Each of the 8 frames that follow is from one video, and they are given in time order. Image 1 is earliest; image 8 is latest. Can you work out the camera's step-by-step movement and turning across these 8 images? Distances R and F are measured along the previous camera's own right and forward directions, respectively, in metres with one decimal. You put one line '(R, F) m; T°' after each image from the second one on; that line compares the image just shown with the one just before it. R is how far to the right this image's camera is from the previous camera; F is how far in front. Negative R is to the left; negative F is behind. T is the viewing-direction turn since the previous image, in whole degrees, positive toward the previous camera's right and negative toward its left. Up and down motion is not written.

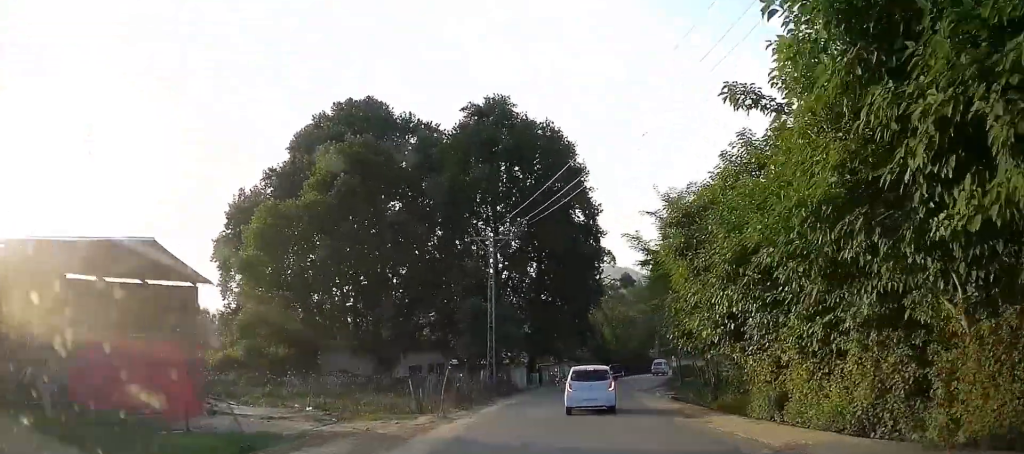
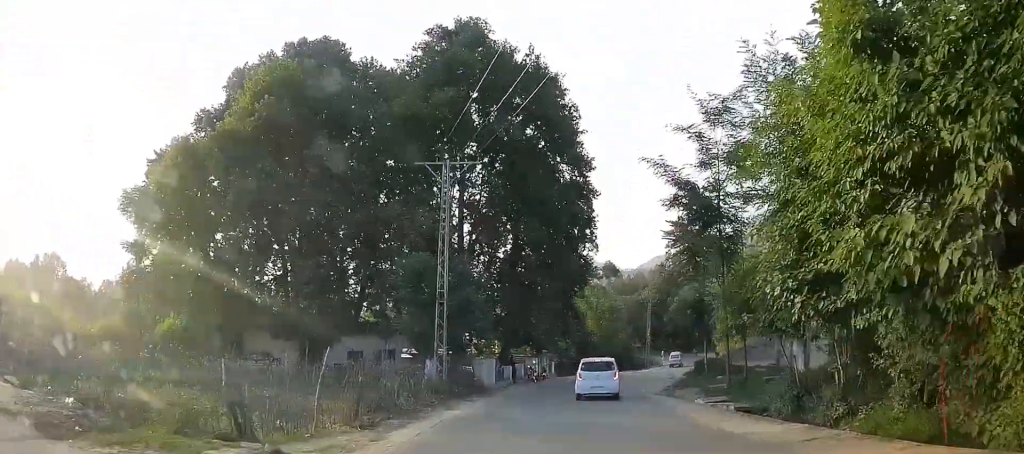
(+0.2, +10.1) m; +2°
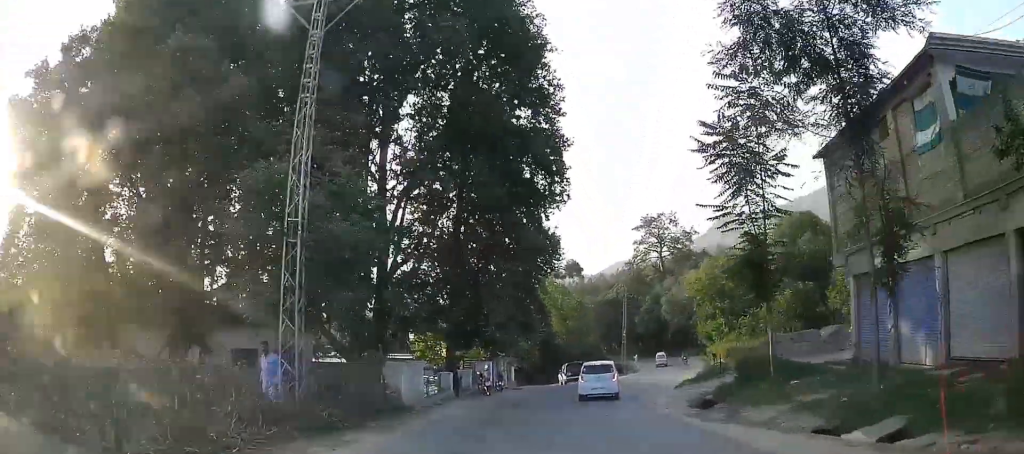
(-0.2, +10.0) m; +3°
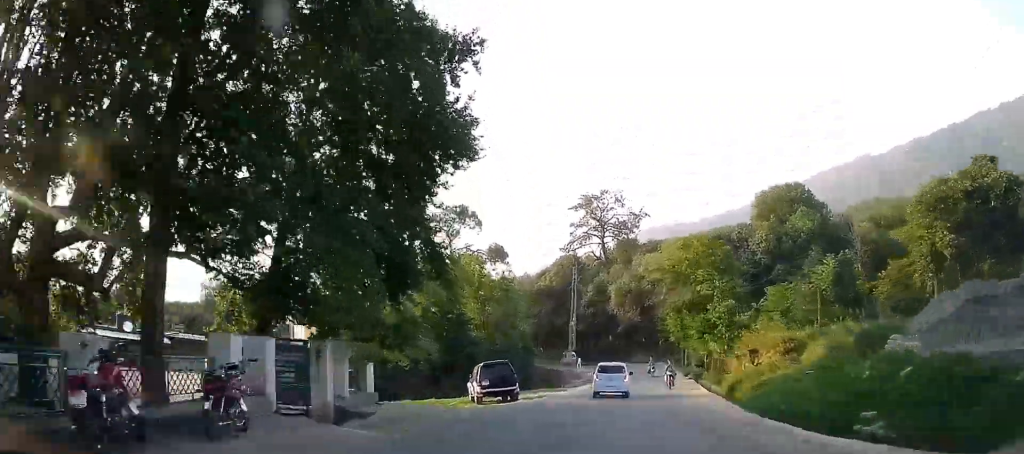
(+1.5, +20.6) m; +8°
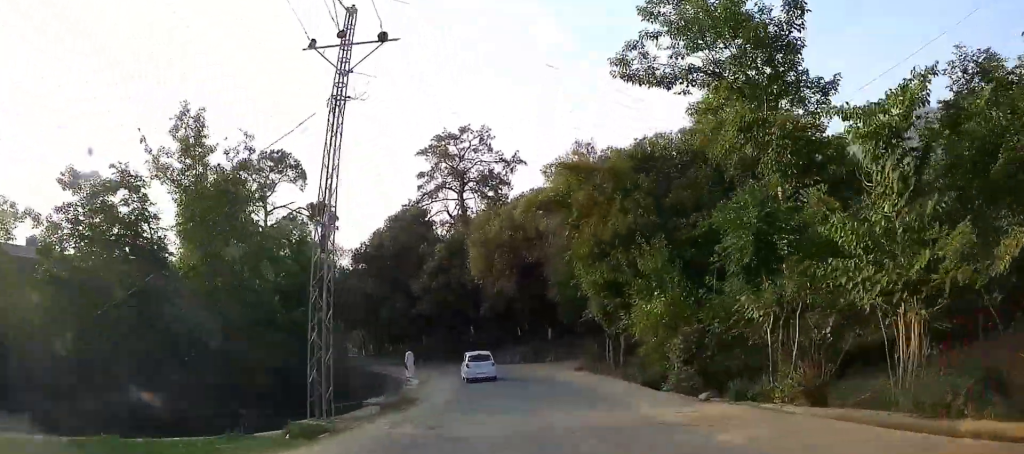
(+2.8, +29.4) m; +9°
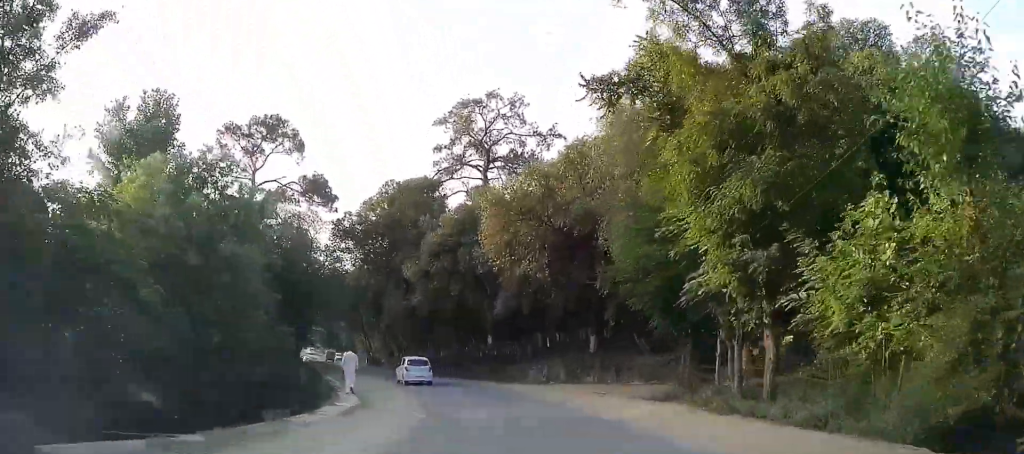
(+0.5, +15.1) m; 0°
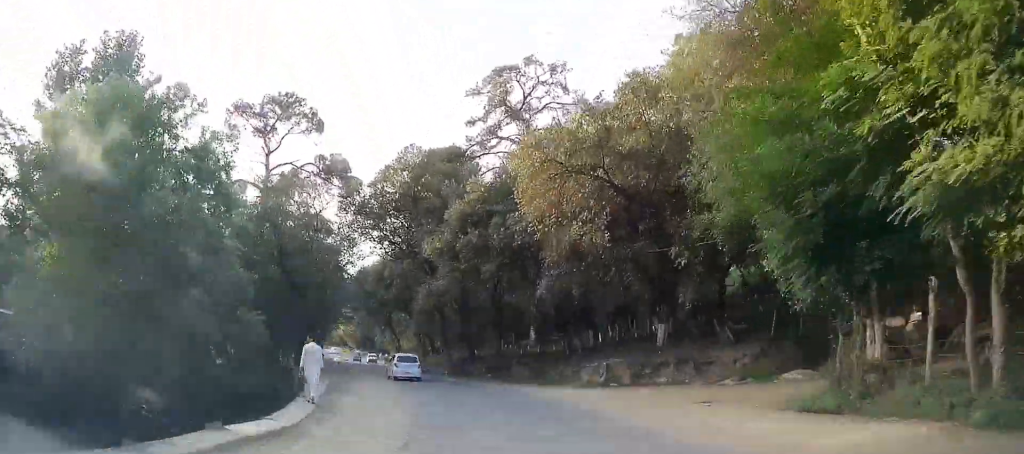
(+0.3, +7.6) m; -1°
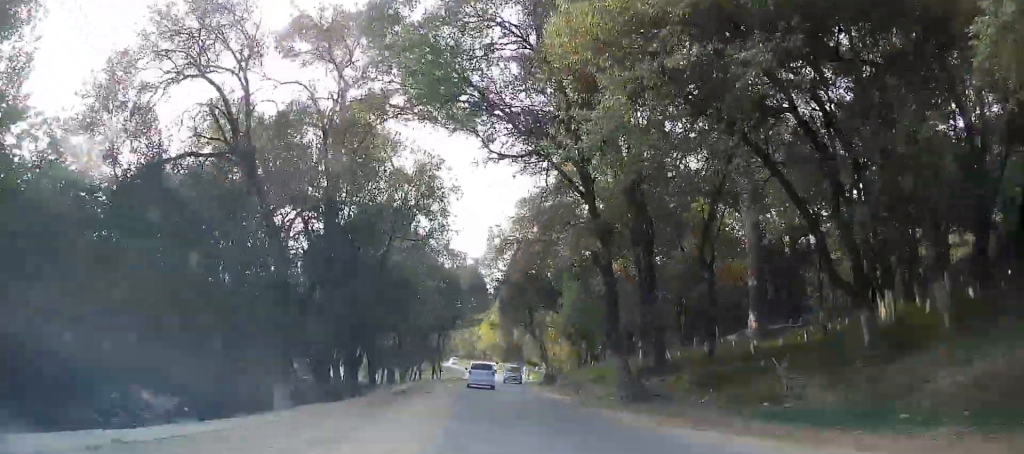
(-1.3, +19.5) m; -10°
